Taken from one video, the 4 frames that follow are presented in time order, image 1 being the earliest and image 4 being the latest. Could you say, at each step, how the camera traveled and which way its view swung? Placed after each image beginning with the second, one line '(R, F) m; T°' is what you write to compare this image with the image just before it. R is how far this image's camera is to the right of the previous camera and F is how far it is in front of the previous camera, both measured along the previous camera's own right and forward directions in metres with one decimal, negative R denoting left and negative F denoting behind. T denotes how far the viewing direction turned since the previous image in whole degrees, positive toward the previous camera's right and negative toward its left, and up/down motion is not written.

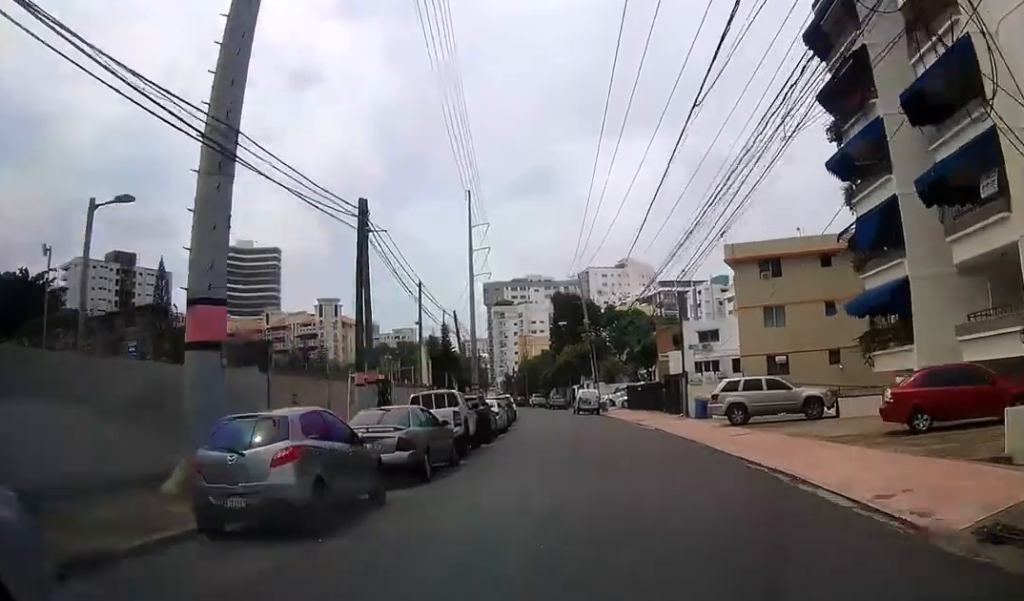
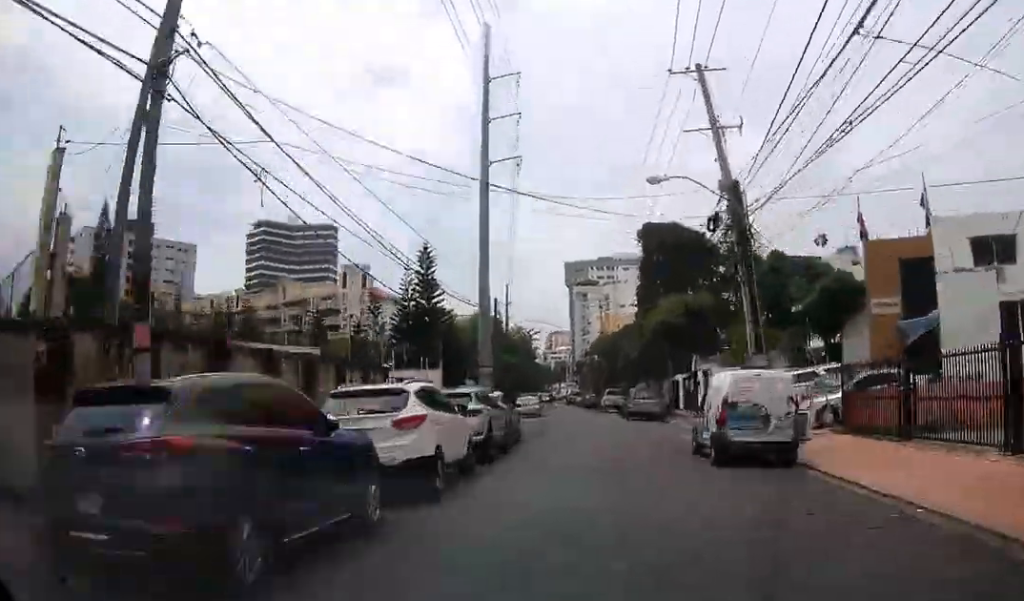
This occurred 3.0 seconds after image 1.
(+2.4, +37.4) m; -3°
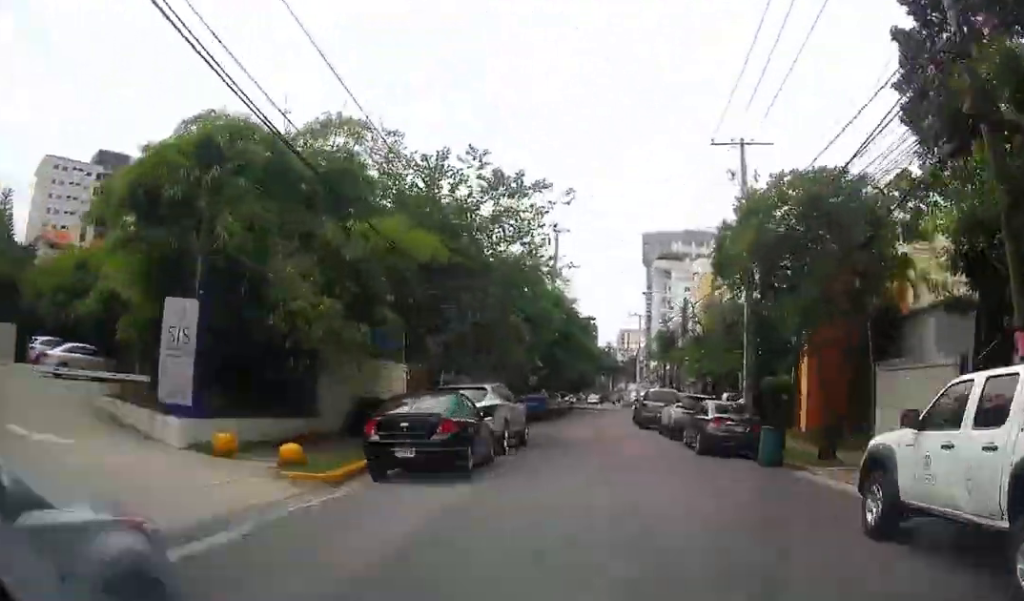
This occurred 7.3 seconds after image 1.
(-7.9, +50.7) m; -11°
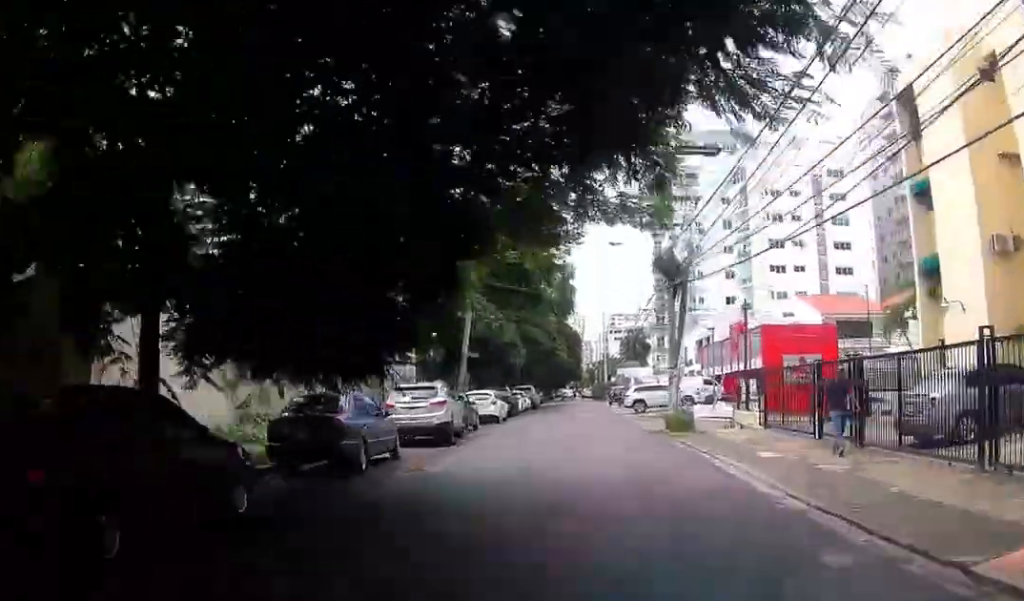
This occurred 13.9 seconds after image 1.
(-1.5, +65.8) m; -1°
